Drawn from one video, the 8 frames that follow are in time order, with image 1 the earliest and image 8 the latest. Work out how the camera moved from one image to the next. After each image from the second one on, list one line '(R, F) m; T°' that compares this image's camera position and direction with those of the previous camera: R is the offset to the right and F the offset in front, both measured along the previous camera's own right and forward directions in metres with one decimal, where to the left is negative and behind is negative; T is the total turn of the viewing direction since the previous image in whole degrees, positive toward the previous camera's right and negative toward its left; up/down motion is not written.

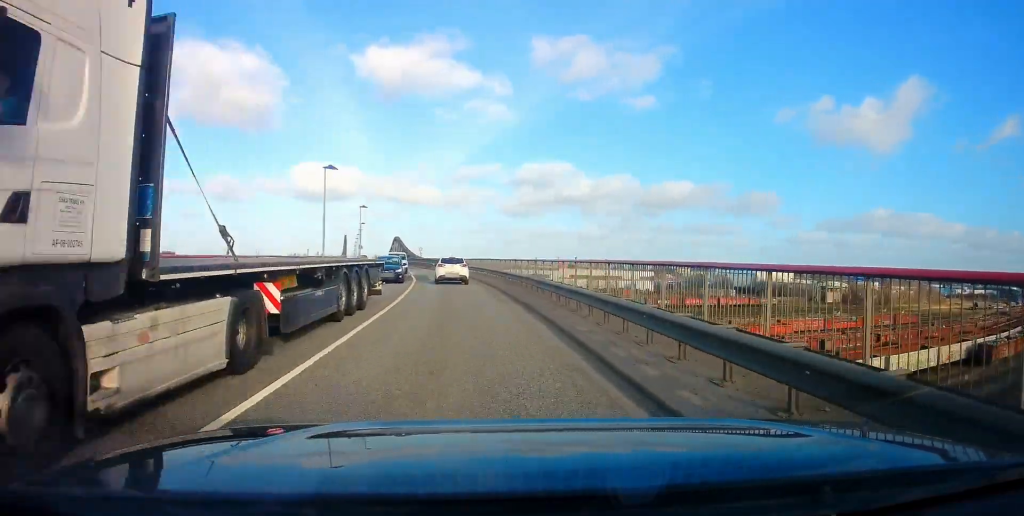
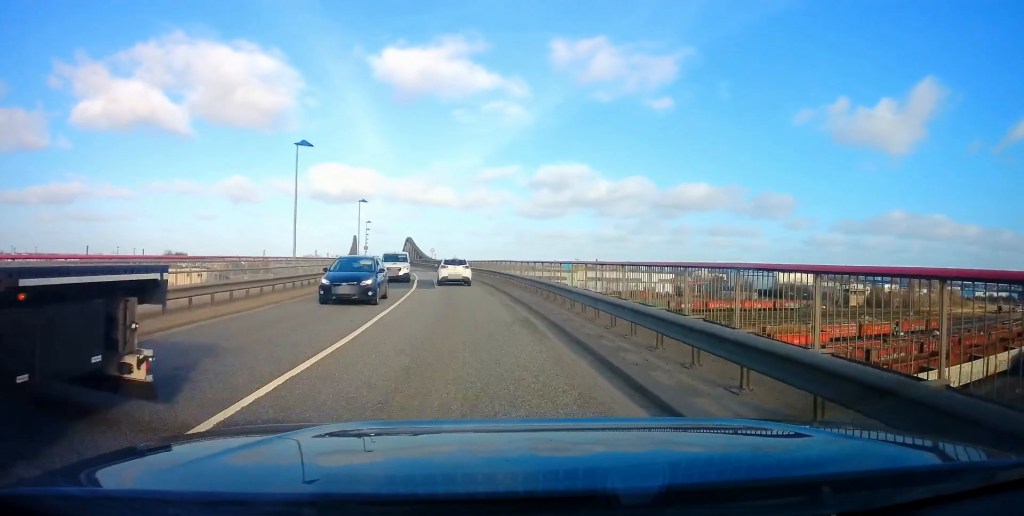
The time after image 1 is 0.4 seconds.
(-0.3, +7.0) m; -1°
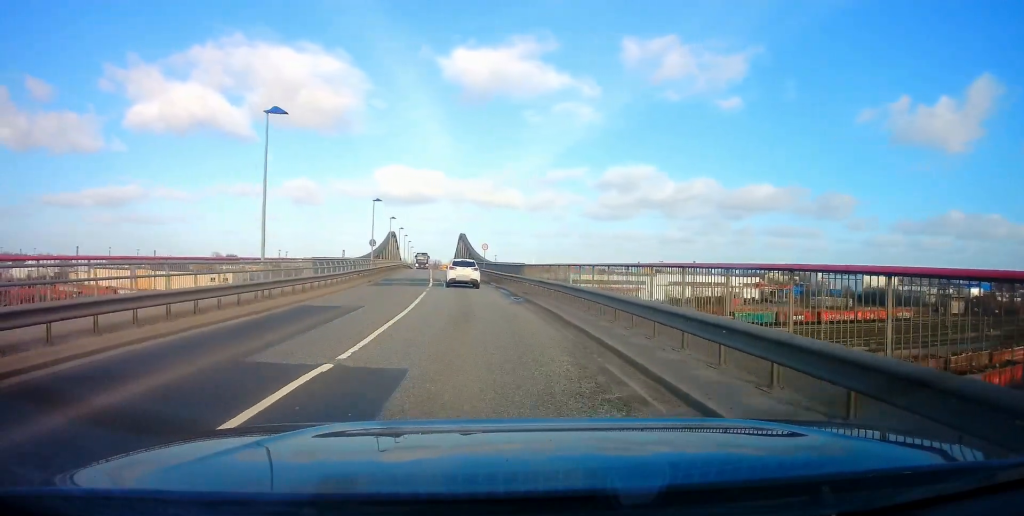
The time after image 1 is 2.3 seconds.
(-1.0, +30.4) m; -5°
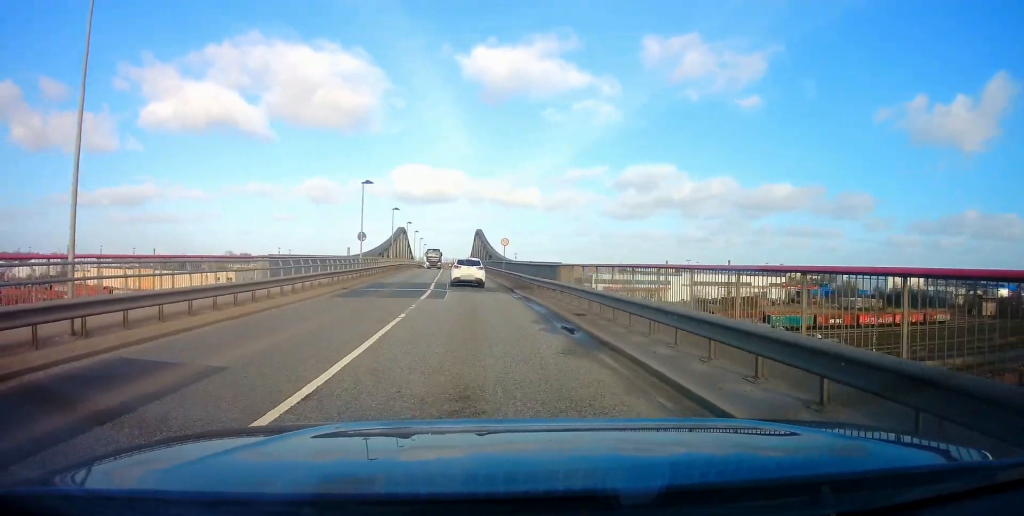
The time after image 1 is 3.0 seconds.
(-0.3, +9.9) m; -2°
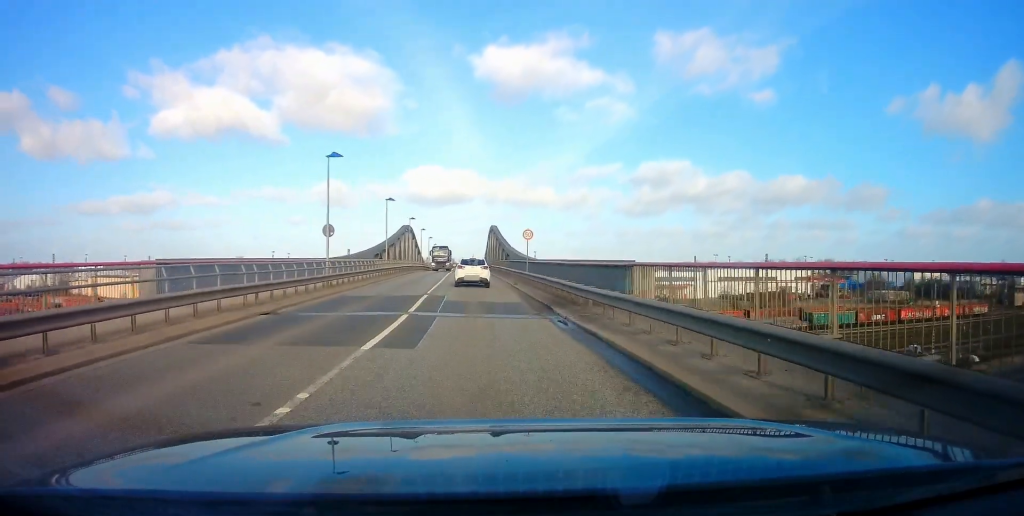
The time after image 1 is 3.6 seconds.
(-0.2, +10.5) m; -1°
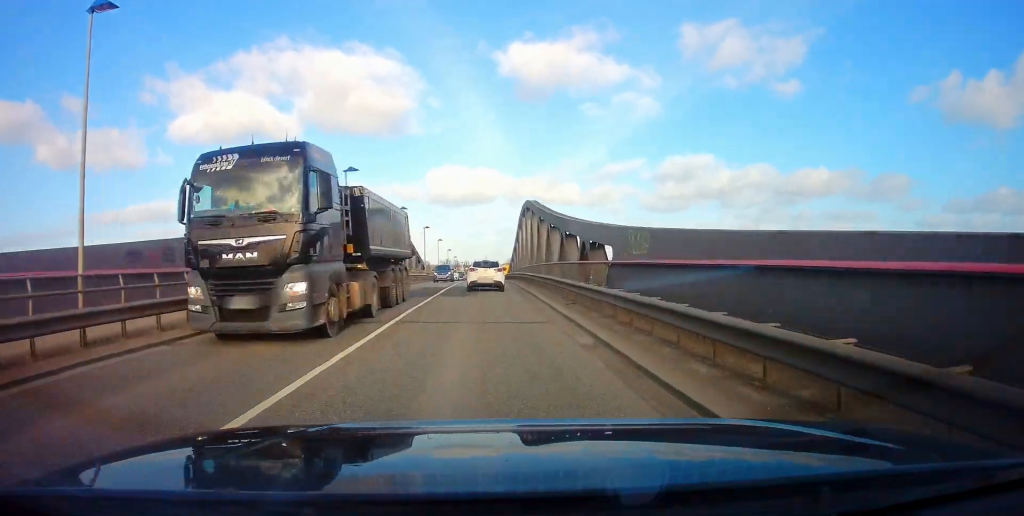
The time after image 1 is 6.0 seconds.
(-0.5, +37.7) m; -3°
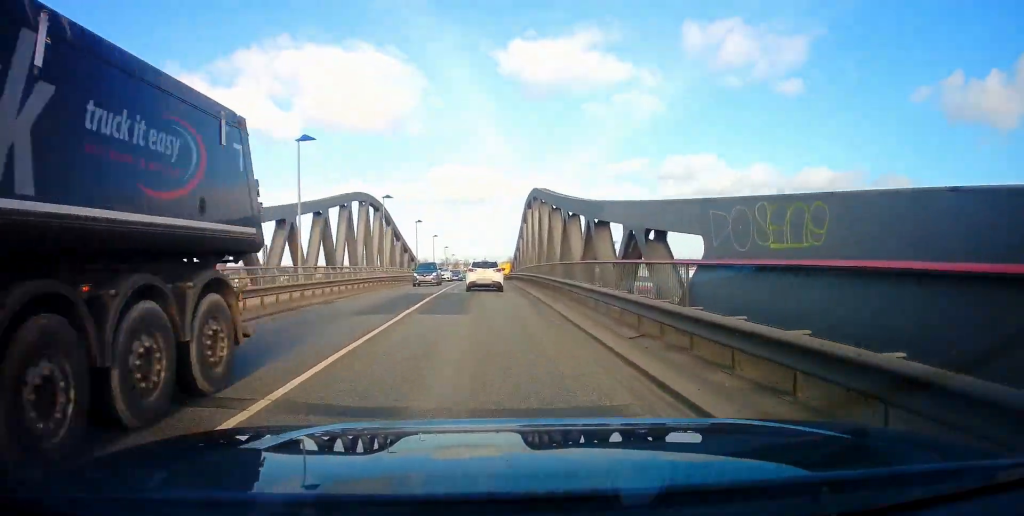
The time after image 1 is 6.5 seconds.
(-0.4, +7.3) m; 0°
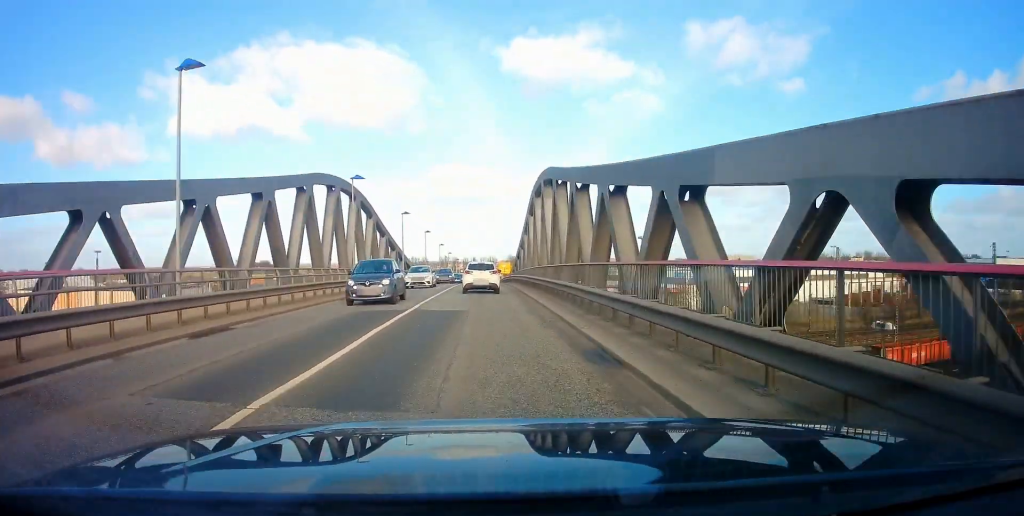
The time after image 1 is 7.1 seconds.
(-0.1, +9.0) m; 0°
